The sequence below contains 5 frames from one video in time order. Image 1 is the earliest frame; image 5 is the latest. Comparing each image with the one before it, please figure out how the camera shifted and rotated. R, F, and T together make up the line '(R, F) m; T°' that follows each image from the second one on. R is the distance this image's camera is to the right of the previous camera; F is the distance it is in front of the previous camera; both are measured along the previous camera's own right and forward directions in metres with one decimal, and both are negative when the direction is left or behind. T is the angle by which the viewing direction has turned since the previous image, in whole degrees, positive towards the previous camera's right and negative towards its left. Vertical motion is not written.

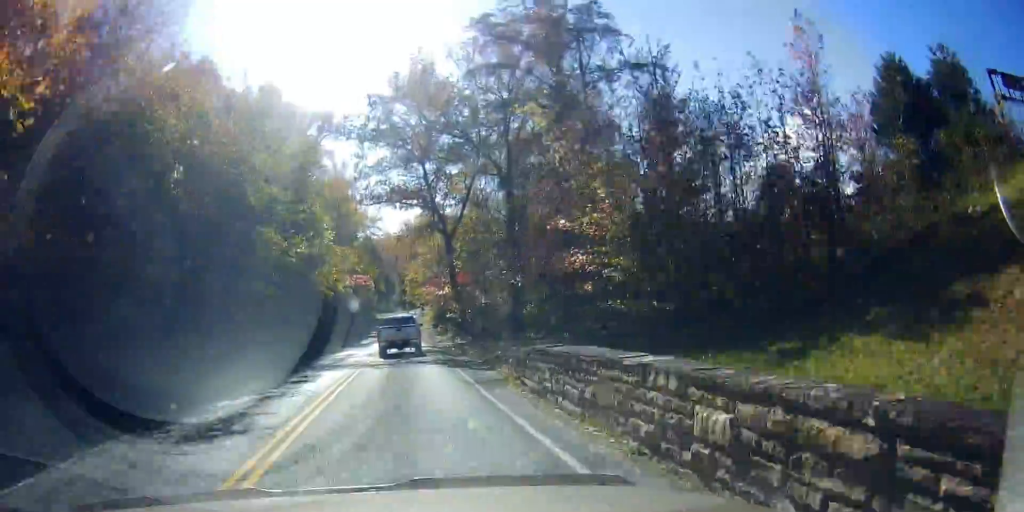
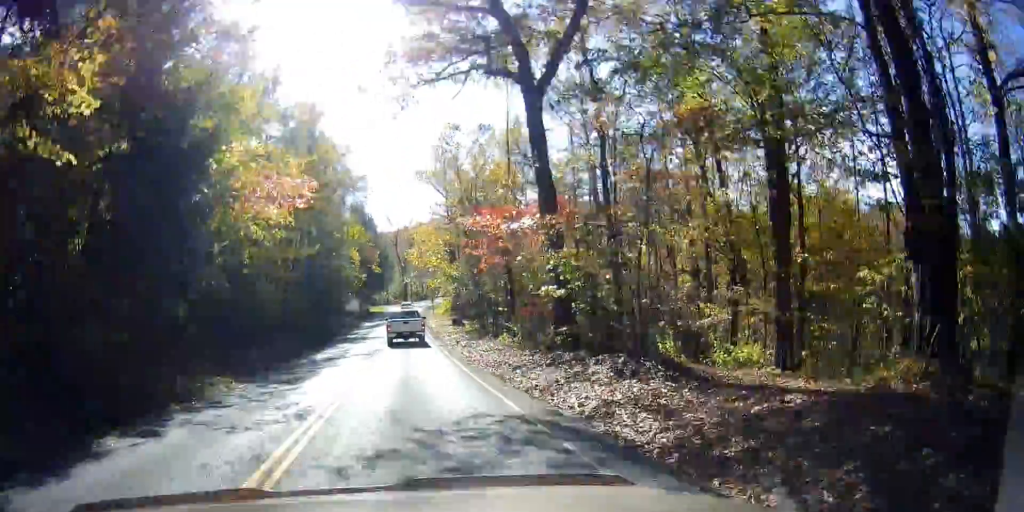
(-1.3, +31.5) m; -3°
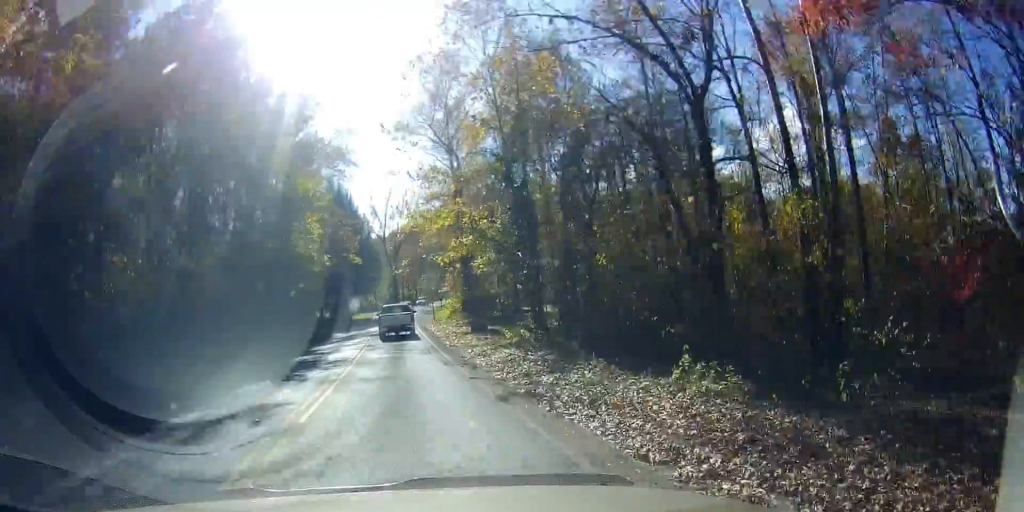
(0.0, +19.9) m; 0°
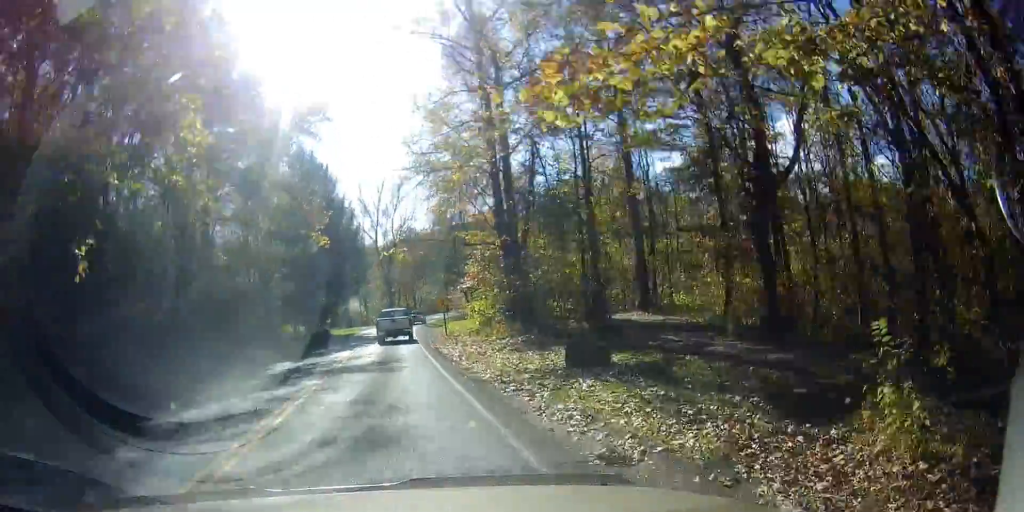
(0.0, +19.8) m; 0°
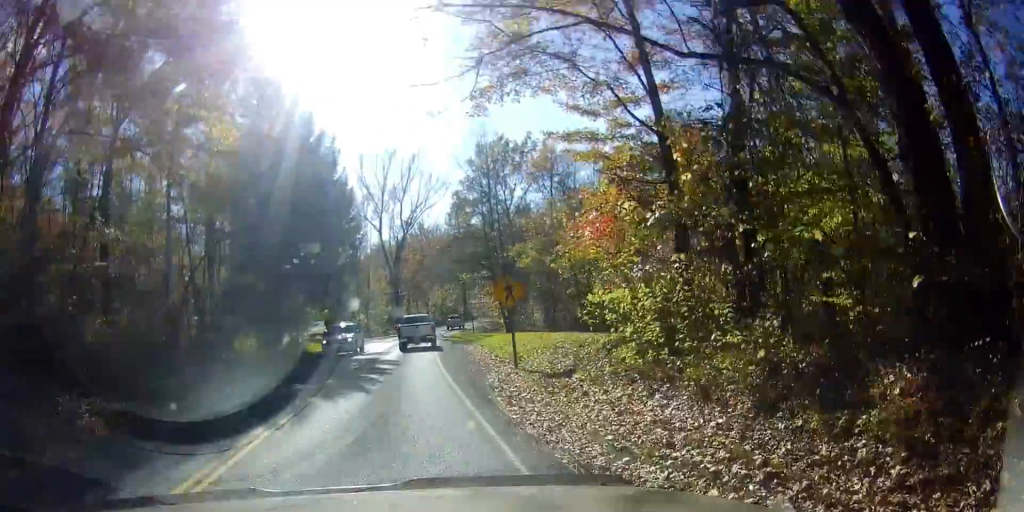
(-0.1, +20.3) m; 0°
